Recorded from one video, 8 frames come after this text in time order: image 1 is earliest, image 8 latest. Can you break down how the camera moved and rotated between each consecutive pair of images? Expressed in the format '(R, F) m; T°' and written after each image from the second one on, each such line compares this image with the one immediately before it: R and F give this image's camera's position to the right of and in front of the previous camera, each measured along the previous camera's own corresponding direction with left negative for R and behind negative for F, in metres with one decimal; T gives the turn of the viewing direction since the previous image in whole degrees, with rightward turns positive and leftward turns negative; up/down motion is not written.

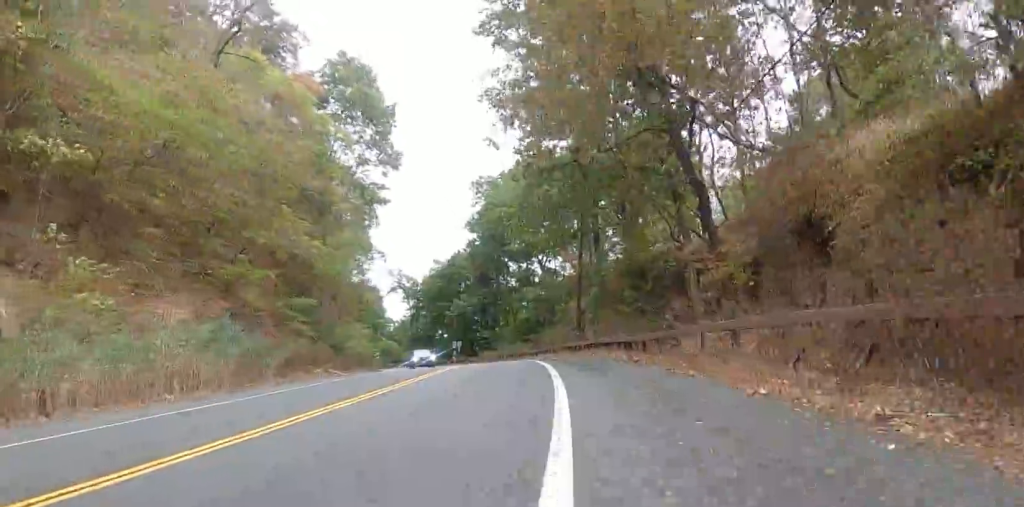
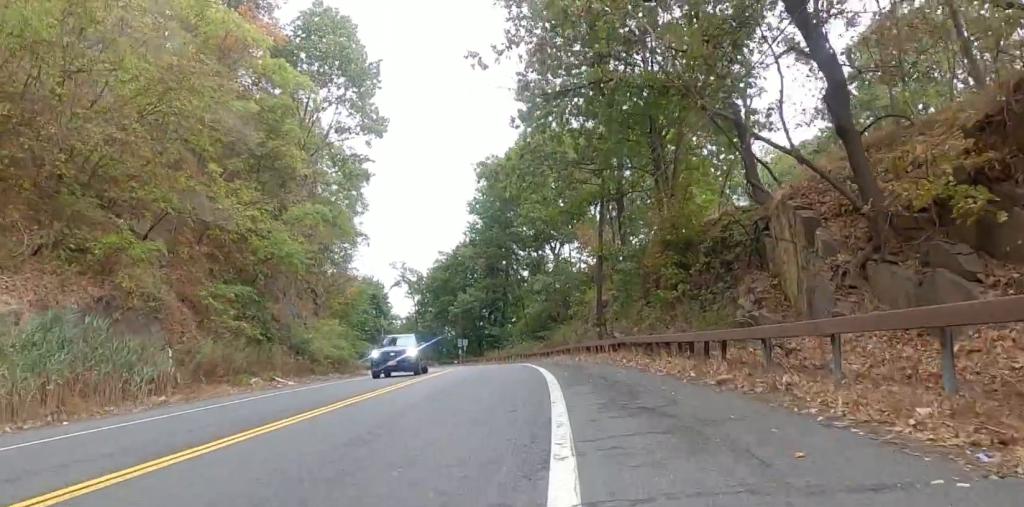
(+0.2, +7.6) m; 0°
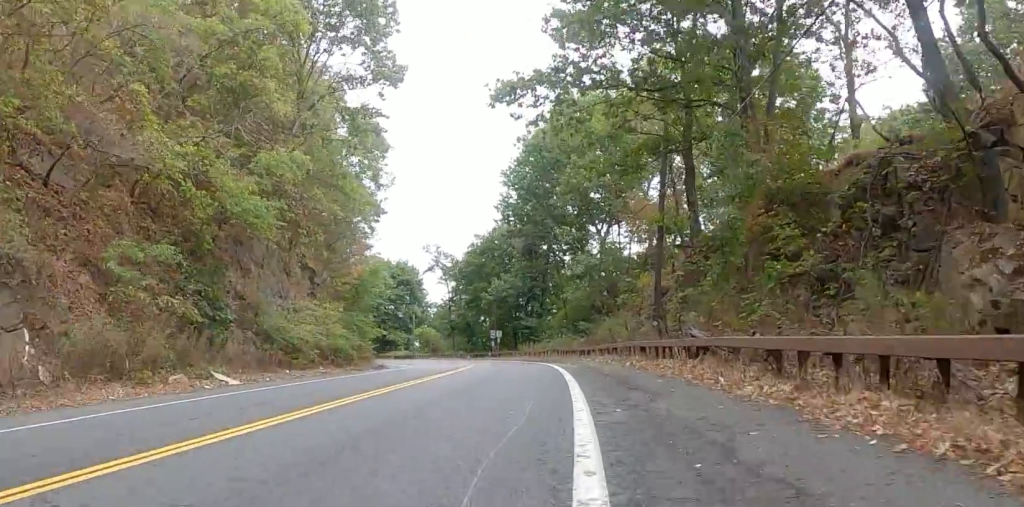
(-0.4, +6.9) m; -6°
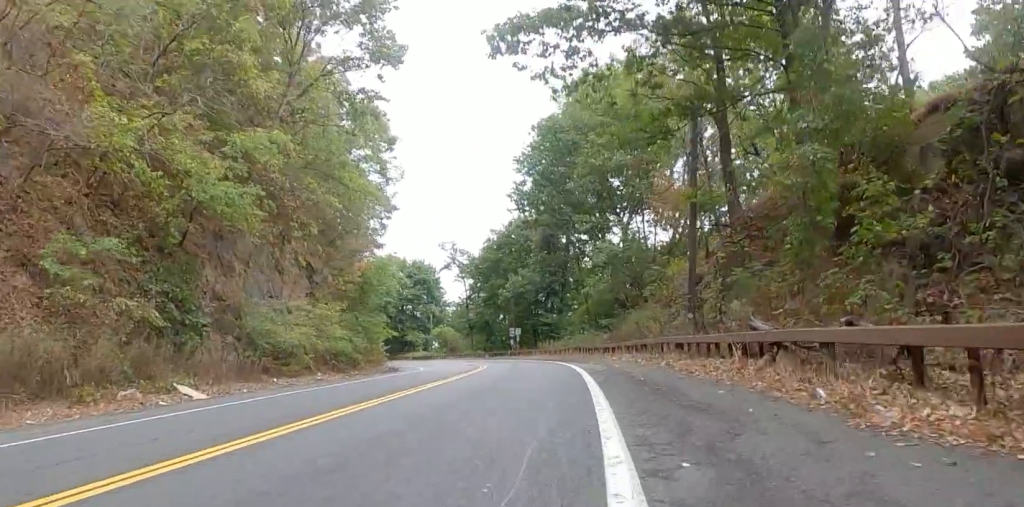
(-0.1, +2.8) m; -2°
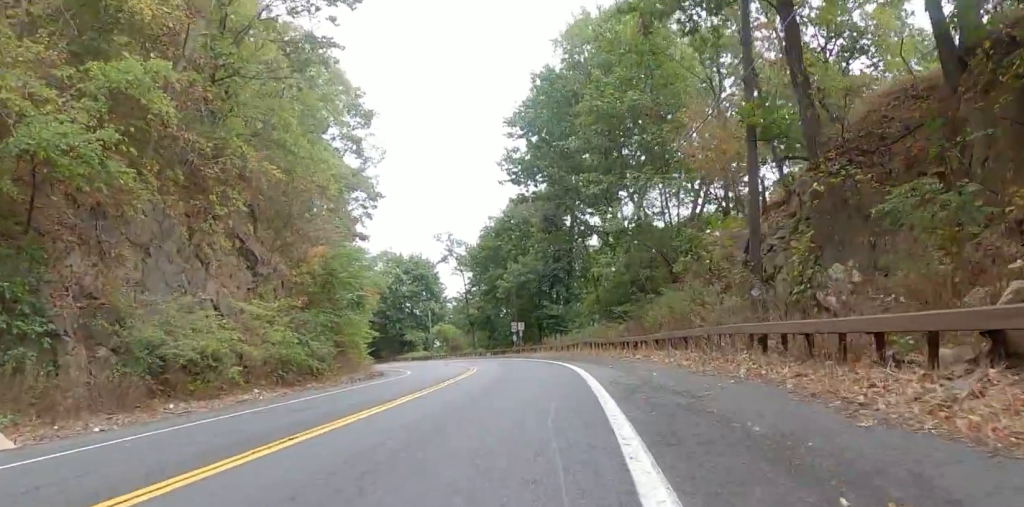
(-0.1, +6.1) m; -1°
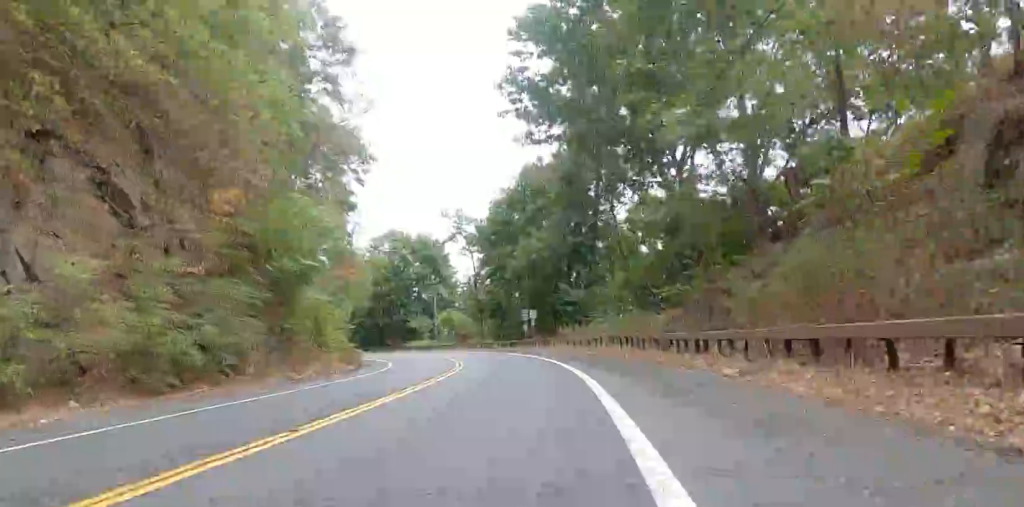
(0.0, +8.9) m; -2°
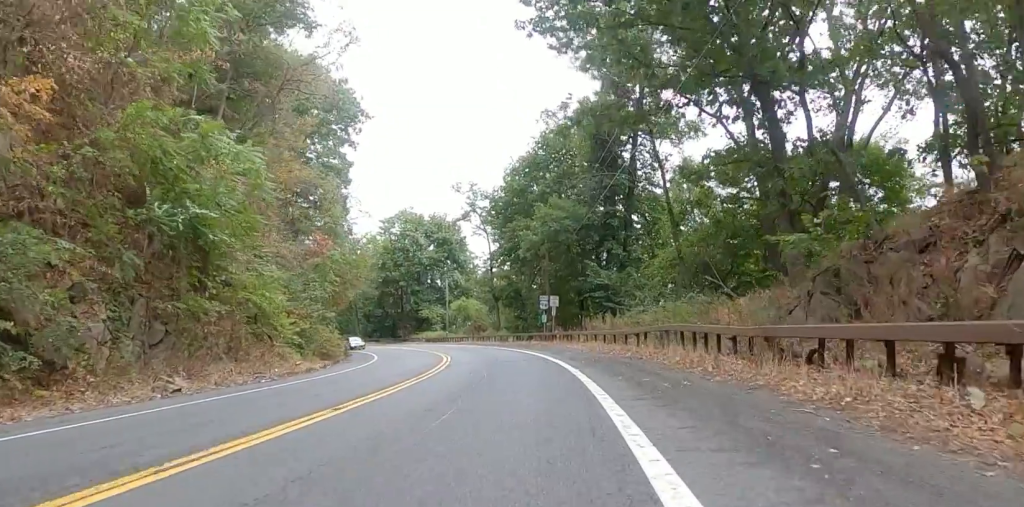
(-0.5, +8.5) m; -7°
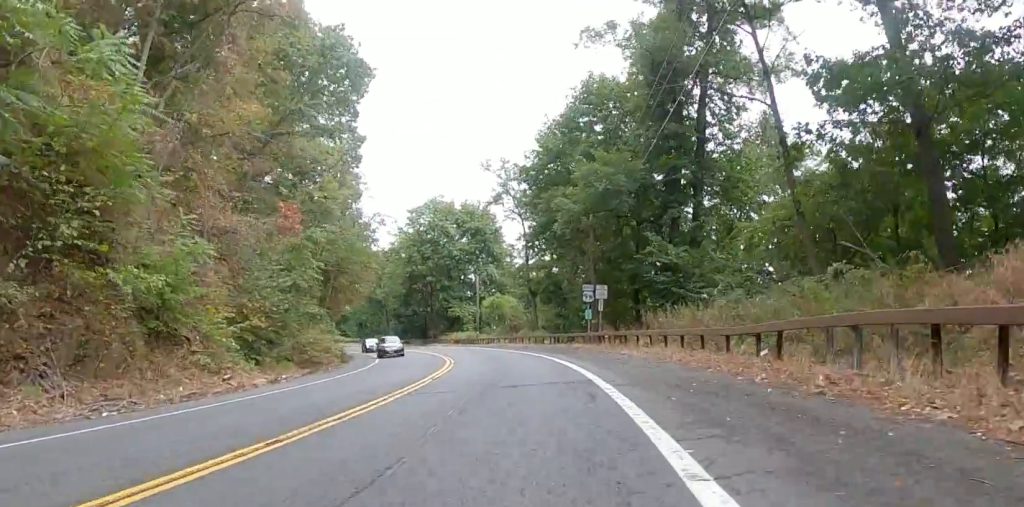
(-0.6, +8.8) m; -4°
